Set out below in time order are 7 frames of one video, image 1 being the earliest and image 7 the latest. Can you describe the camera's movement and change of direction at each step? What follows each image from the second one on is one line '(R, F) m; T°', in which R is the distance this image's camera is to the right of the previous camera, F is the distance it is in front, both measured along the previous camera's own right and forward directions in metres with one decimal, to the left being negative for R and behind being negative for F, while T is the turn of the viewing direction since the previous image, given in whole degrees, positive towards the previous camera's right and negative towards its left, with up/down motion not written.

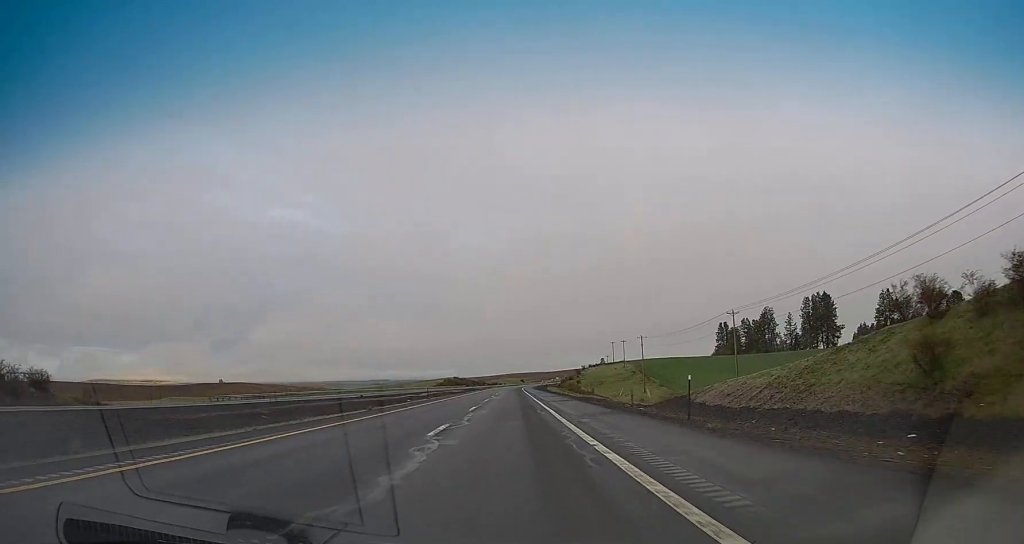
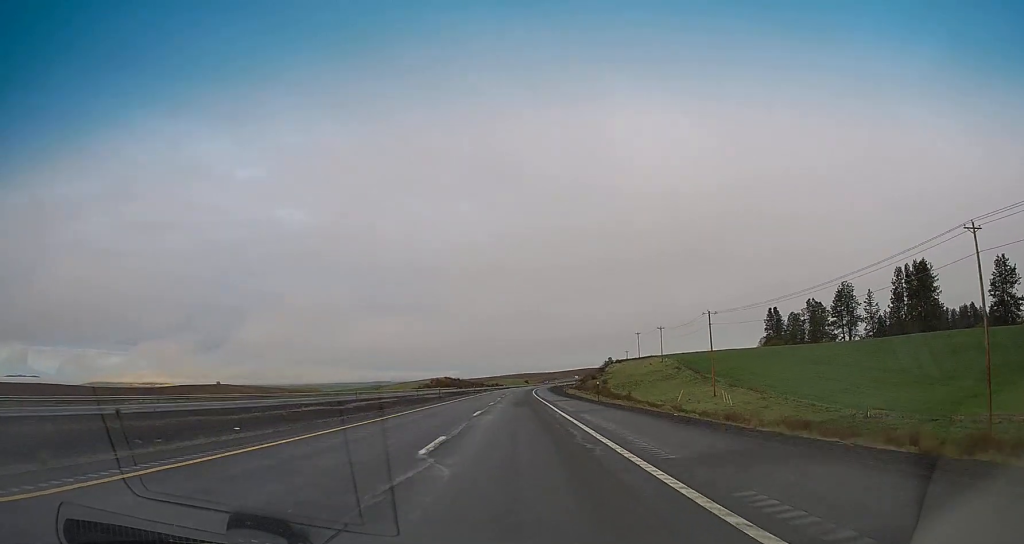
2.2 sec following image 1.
(-1.2, +64.8) m; -2°
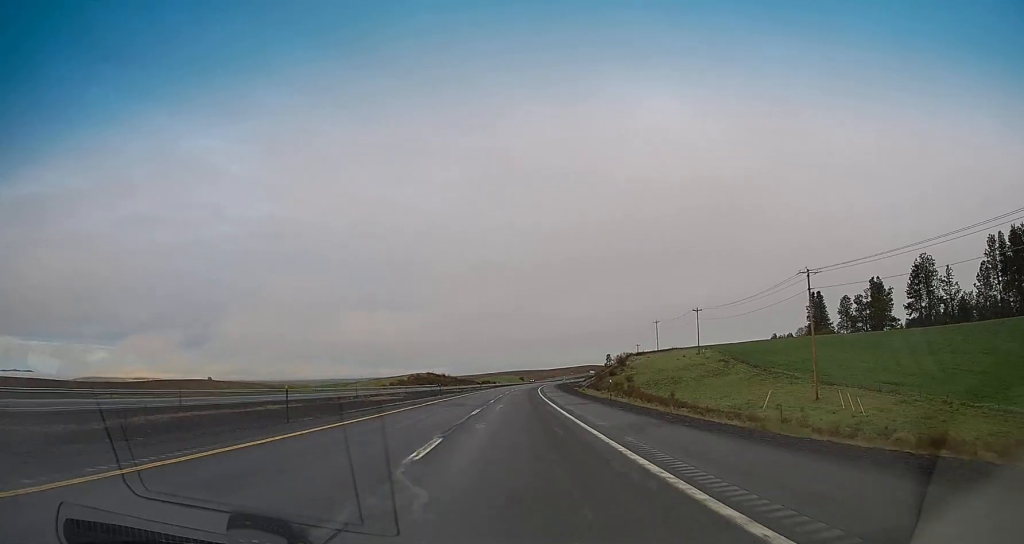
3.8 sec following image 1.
(+0.9, +47.0) m; +2°
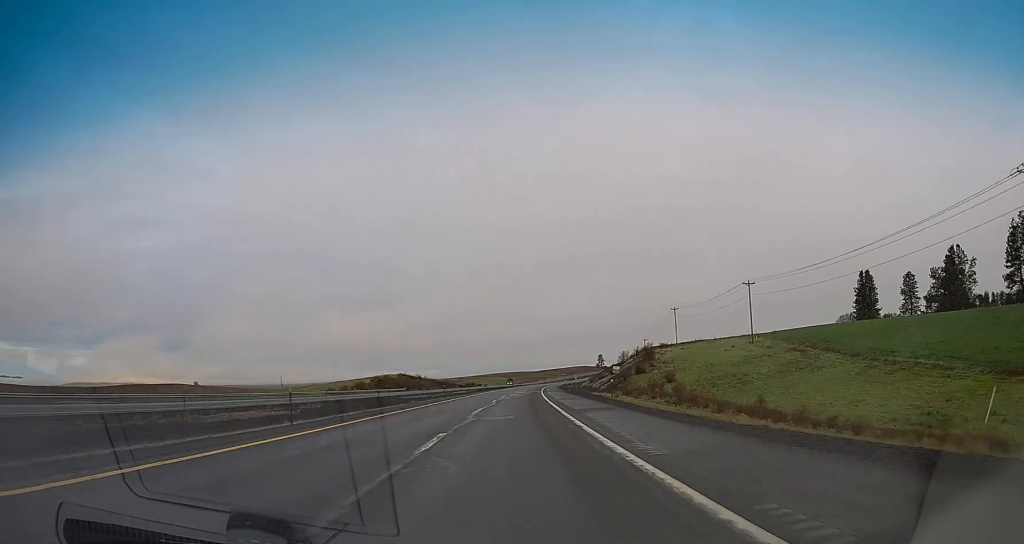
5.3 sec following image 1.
(0.0, +44.0) m; 0°
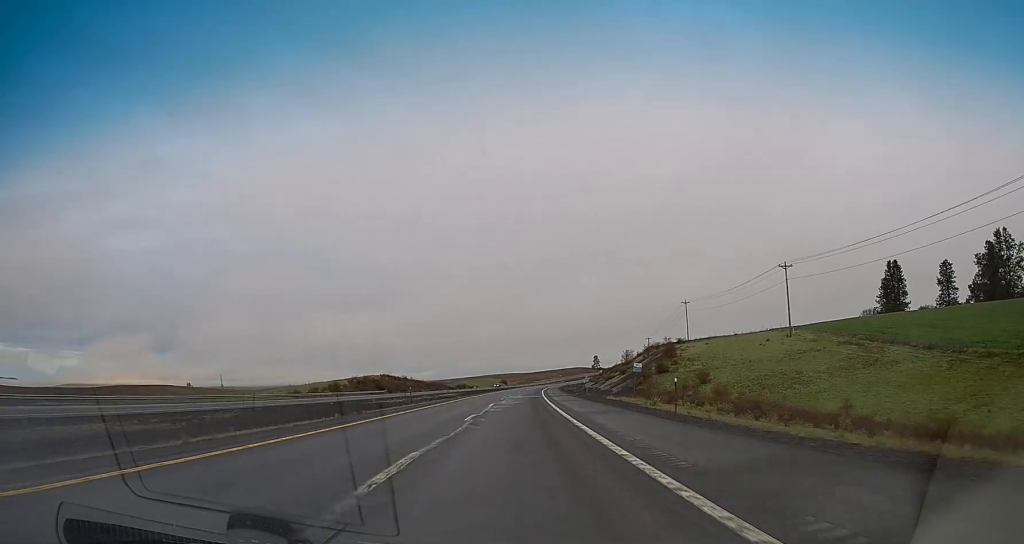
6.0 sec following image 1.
(-0.2, +19.6) m; +1°
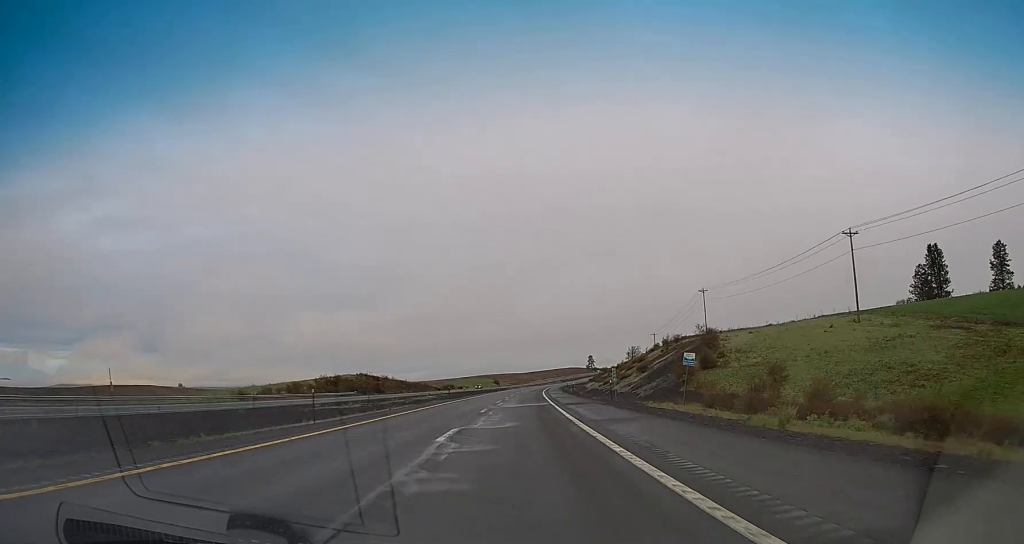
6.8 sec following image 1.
(+0.5, +23.4) m; +1°
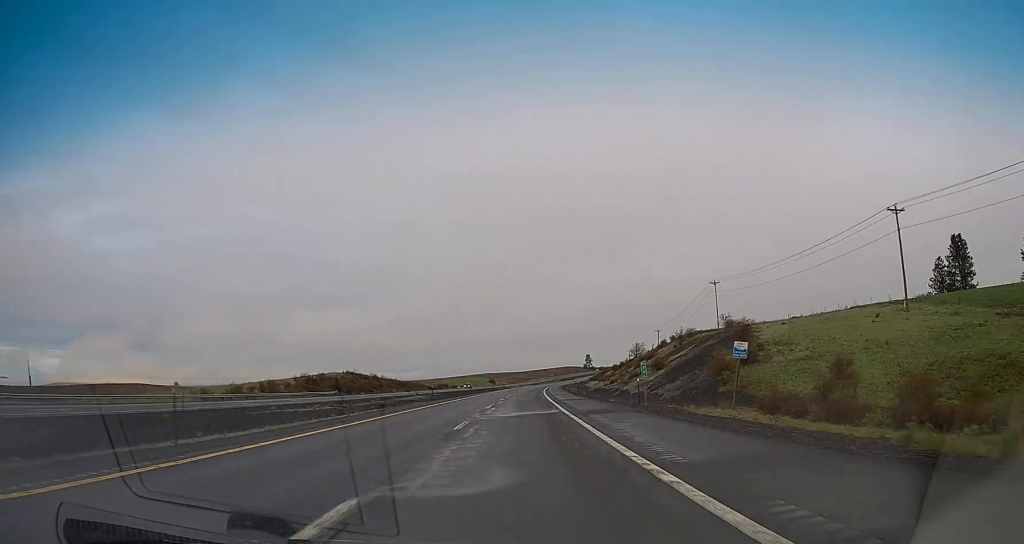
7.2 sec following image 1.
(+0.1, +11.7) m; 0°
